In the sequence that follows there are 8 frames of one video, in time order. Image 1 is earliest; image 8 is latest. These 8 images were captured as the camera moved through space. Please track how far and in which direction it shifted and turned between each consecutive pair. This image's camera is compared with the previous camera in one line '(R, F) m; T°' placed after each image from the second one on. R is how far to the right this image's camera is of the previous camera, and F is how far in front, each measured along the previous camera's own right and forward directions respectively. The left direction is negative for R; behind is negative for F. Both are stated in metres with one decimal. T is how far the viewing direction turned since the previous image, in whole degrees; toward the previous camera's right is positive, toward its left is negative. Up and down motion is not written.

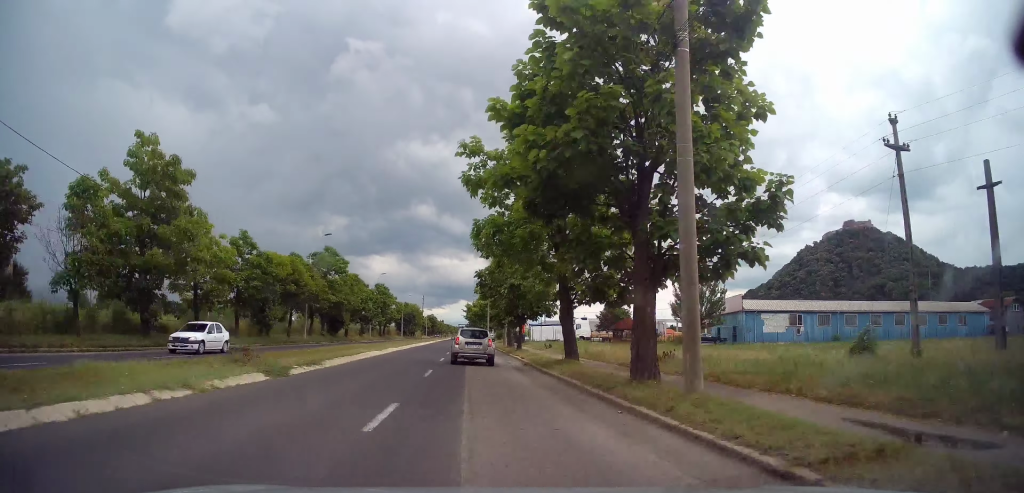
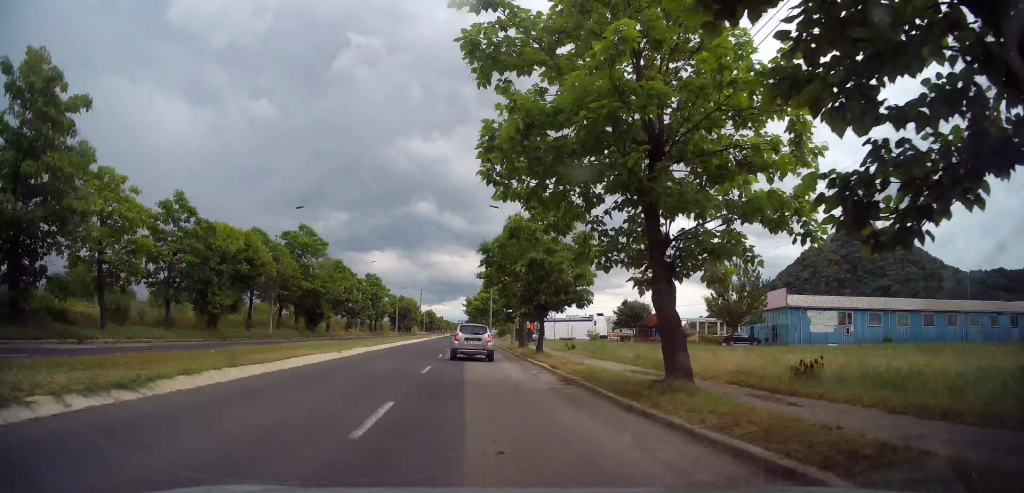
(0.0, +9.8) m; 0°
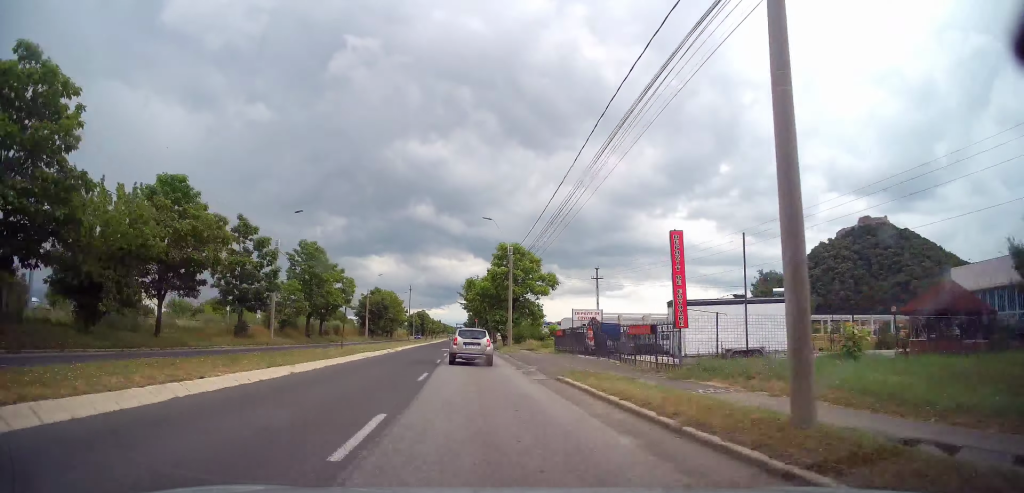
(+0.3, +37.3) m; +1°
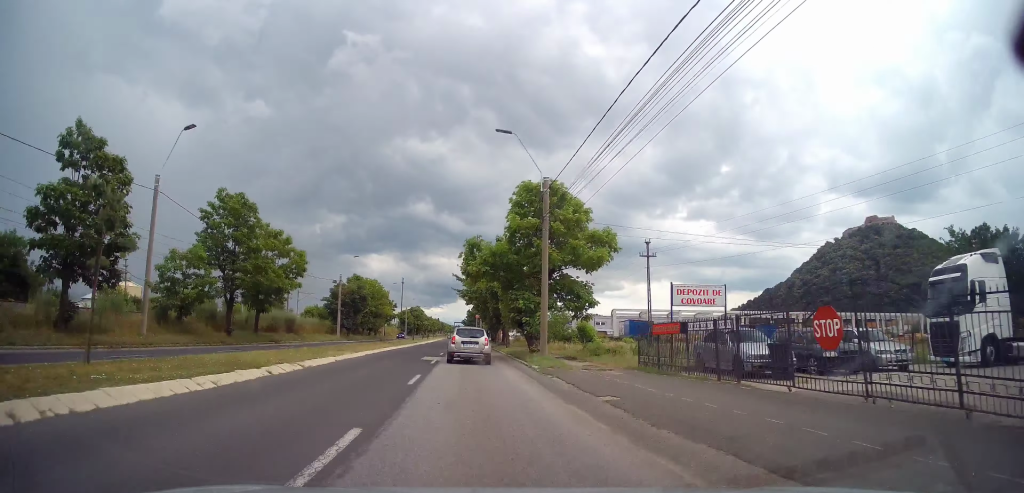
(+0.1, +19.7) m; 0°
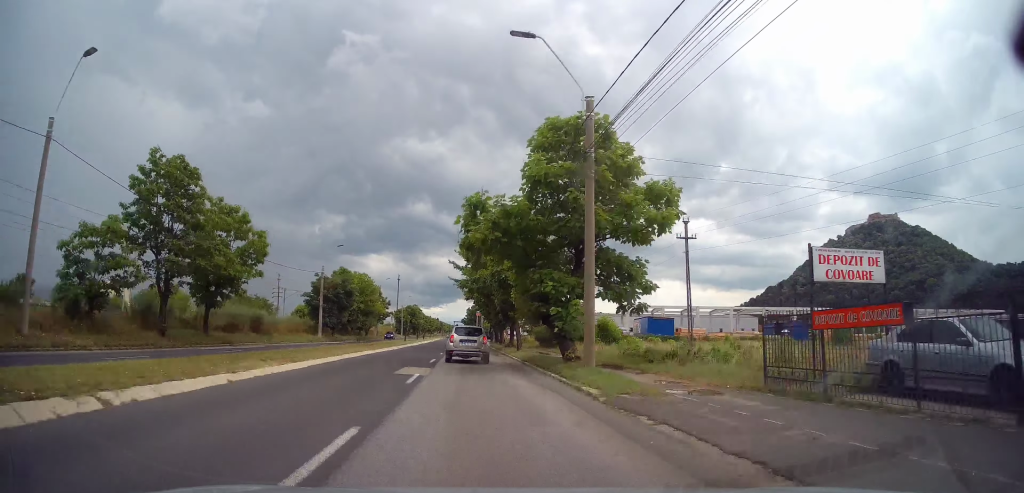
(-0.1, +9.1) m; -1°
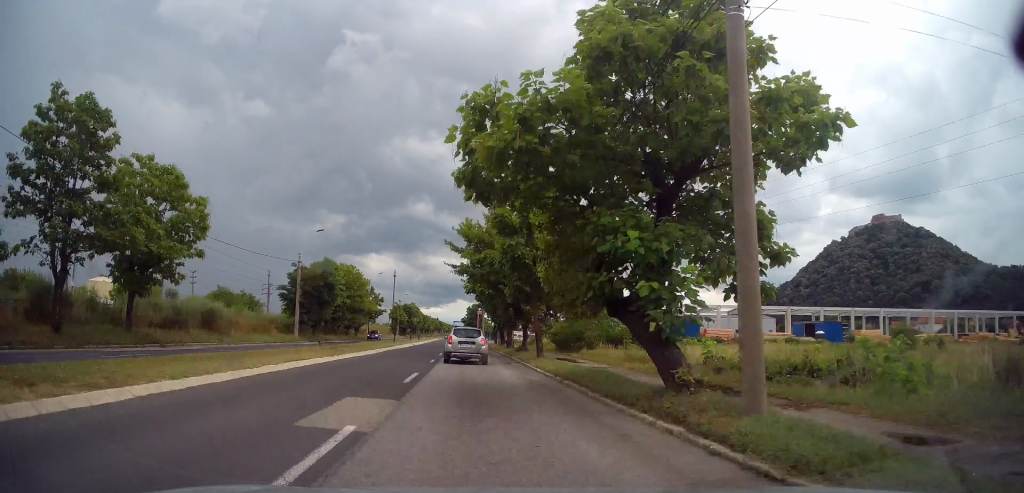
(0.0, +9.1) m; 0°
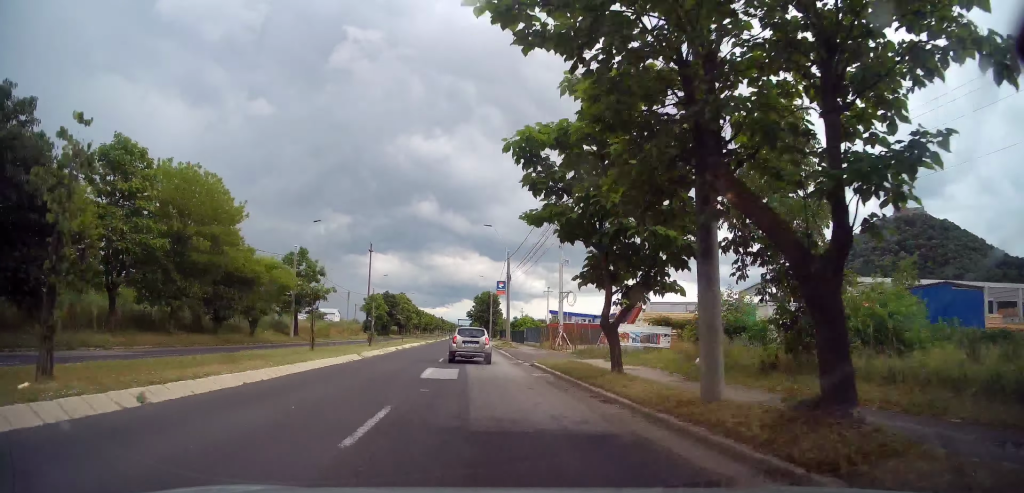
(-0.1, +44.2) m; -1°
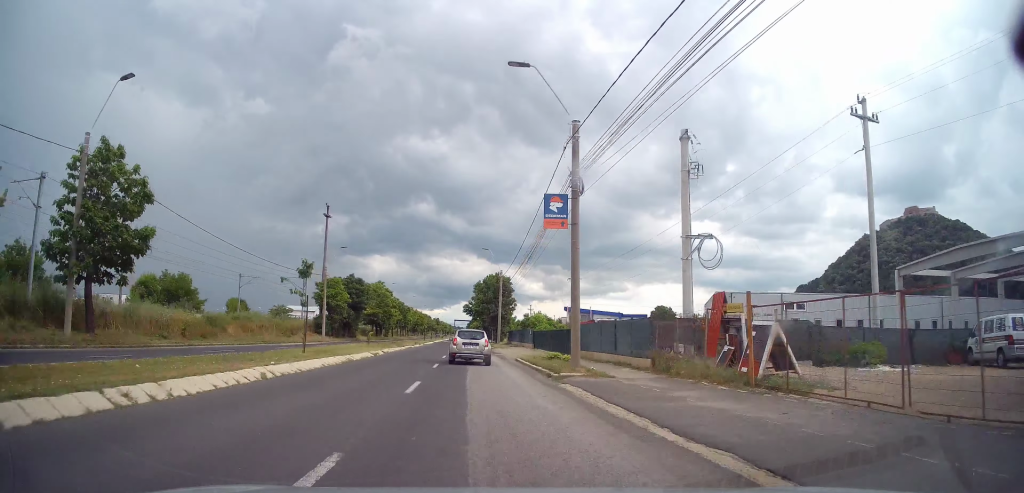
(0.0, +30.9) m; 0°
